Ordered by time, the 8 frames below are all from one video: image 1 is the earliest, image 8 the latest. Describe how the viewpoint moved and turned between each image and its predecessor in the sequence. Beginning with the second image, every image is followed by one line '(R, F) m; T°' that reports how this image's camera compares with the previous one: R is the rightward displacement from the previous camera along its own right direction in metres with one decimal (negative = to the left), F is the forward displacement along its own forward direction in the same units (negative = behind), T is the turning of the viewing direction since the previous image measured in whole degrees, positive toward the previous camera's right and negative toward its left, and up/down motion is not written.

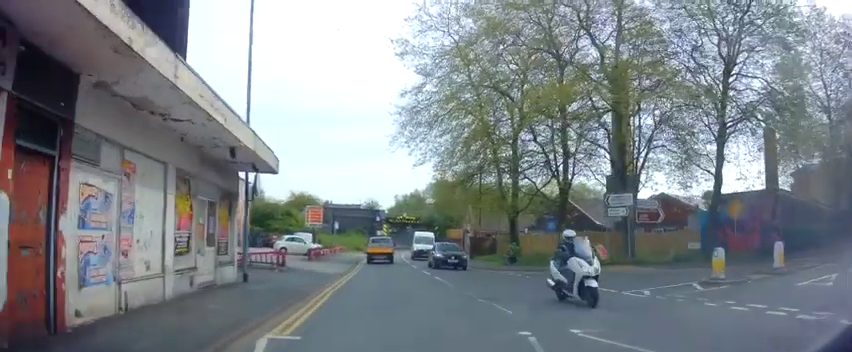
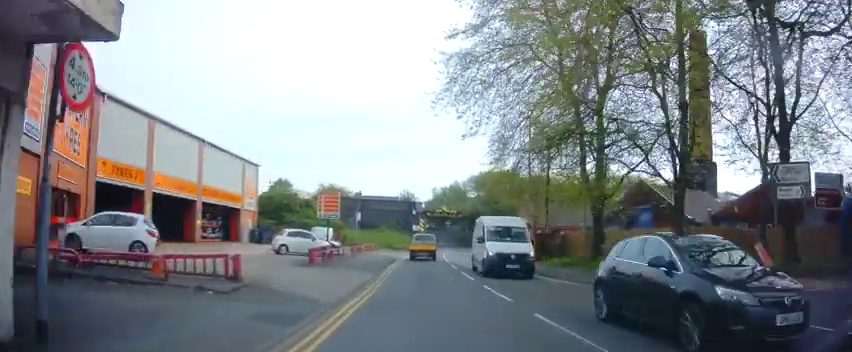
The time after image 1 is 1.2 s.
(-1.5, +9.5) m; -10°
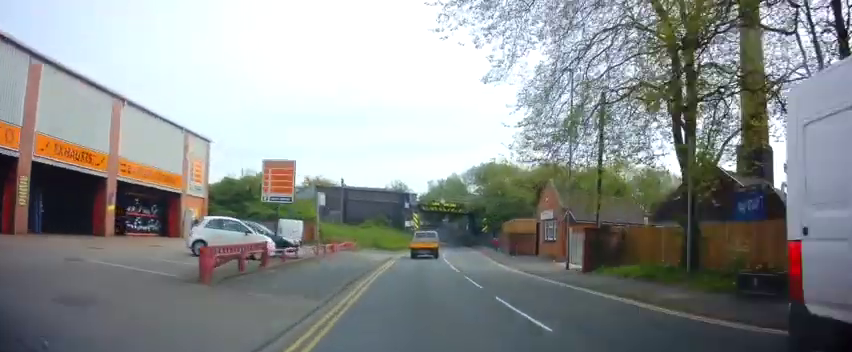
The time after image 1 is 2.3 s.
(-0.2, +10.1) m; -2°
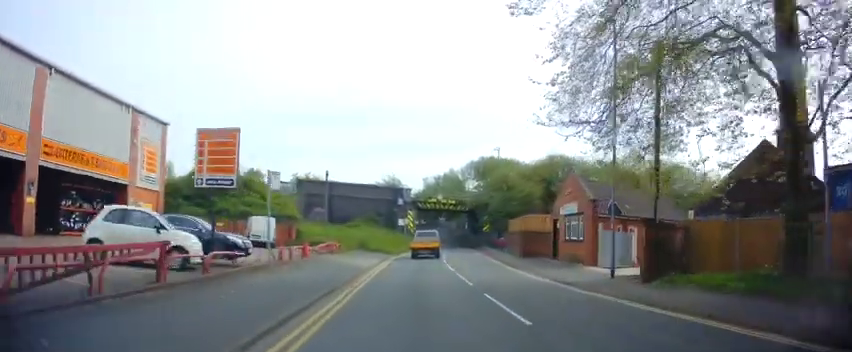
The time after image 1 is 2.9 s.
(-0.1, +6.0) m; -1°
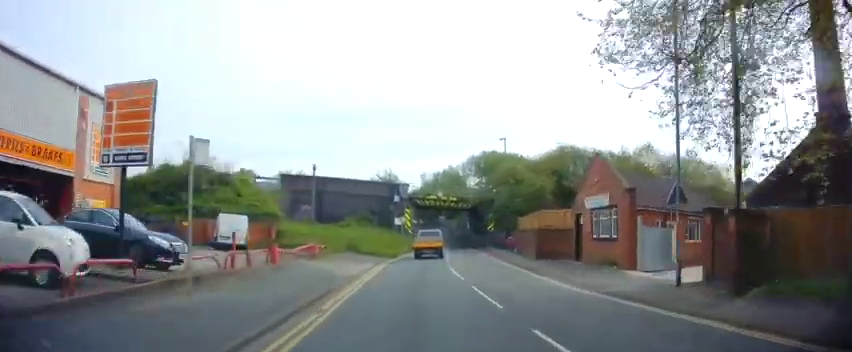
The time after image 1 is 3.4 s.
(0.0, +5.0) m; +2°
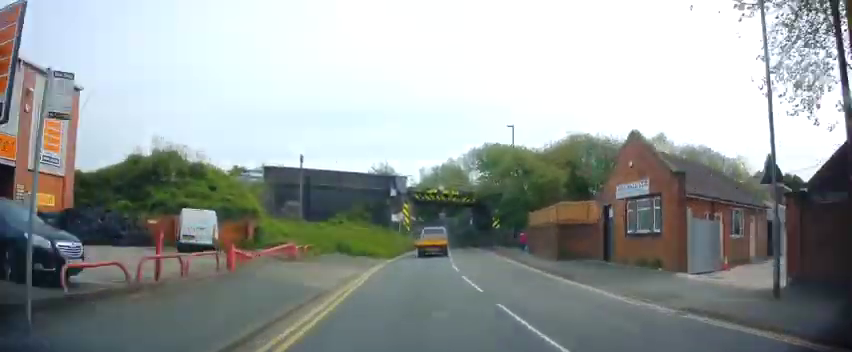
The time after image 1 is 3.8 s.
(-0.1, +4.3) m; +1°
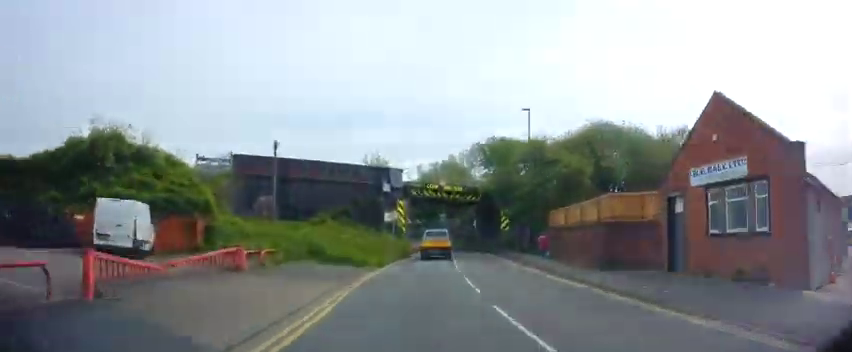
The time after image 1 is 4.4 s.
(+0.3, +6.6) m; +1°
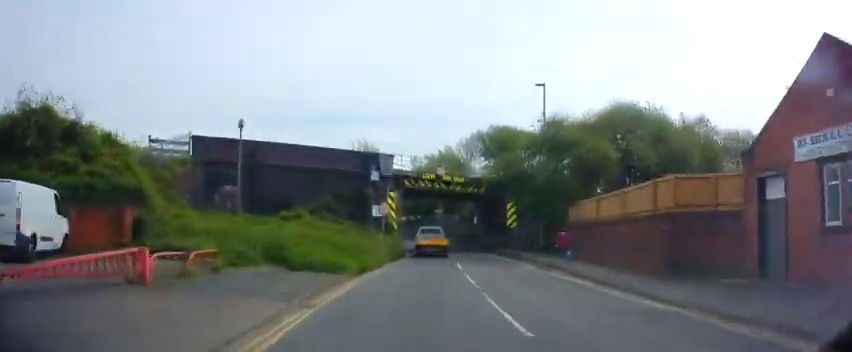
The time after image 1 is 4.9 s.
(+0.2, +5.5) m; +1°
